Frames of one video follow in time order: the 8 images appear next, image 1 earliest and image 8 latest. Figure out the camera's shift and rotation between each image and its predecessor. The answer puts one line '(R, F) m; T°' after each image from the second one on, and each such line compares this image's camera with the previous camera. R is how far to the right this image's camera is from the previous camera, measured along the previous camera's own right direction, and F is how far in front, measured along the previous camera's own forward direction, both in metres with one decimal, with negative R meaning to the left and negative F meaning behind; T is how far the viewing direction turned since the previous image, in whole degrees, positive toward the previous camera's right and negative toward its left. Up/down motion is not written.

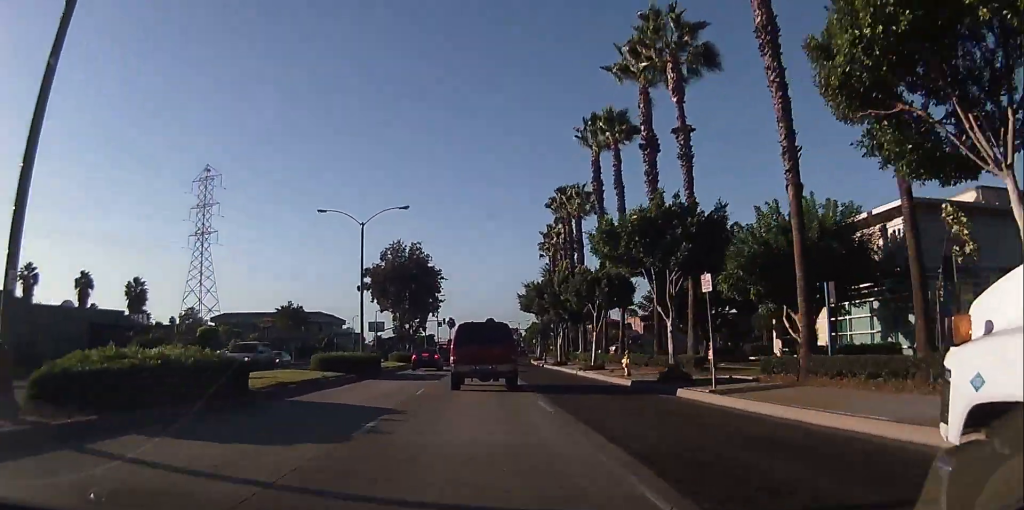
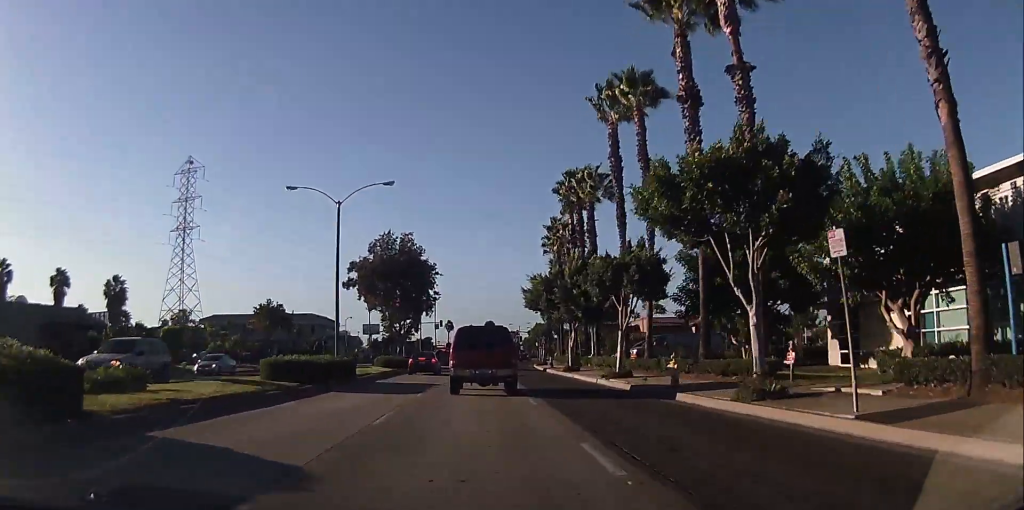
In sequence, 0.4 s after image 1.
(0.0, +7.1) m; 0°
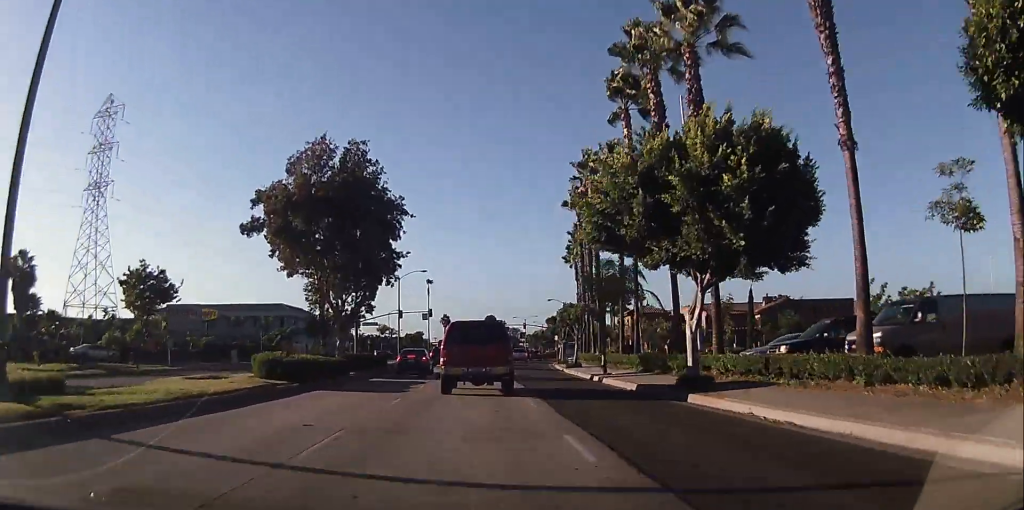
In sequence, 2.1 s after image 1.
(-0.3, +26.1) m; -2°
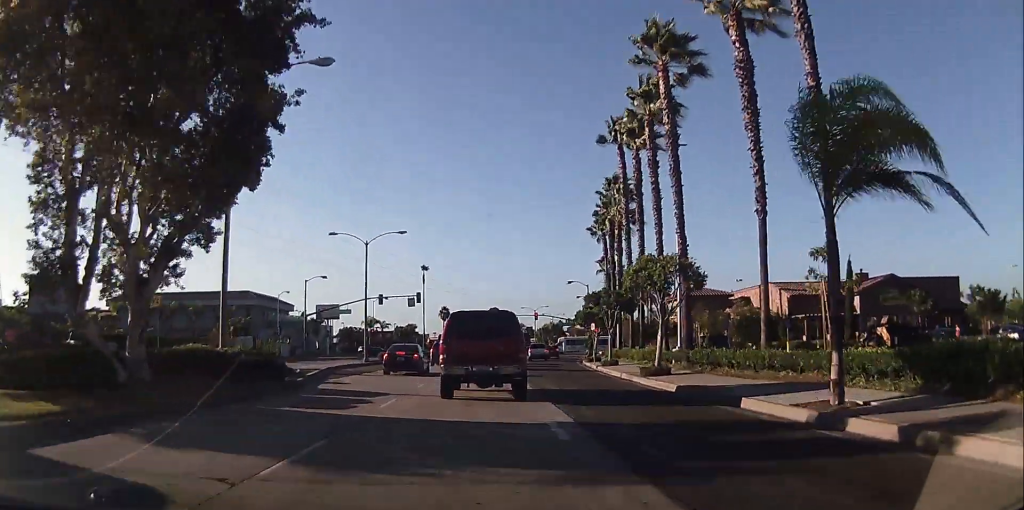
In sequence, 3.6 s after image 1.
(+0.4, +23.8) m; +2°
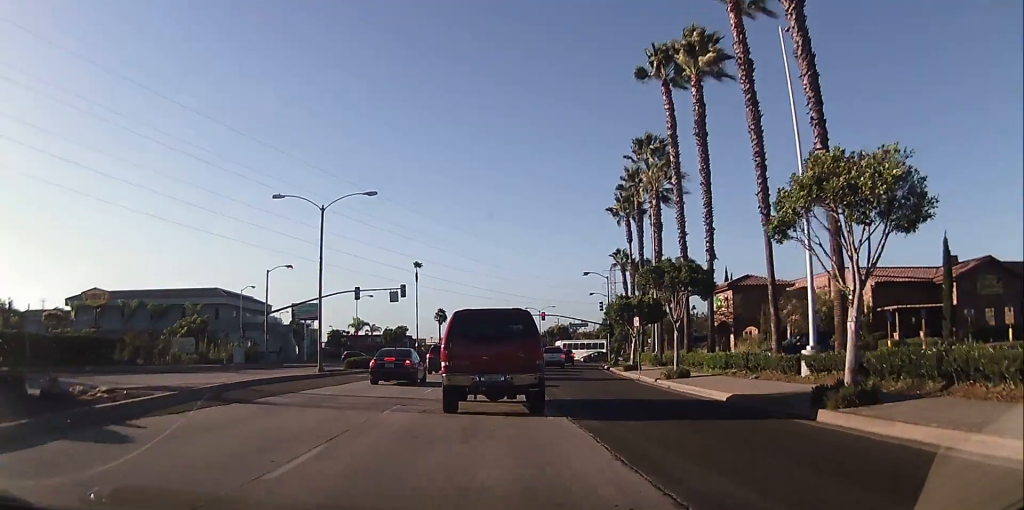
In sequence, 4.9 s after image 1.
(0.0, +15.6) m; -1°
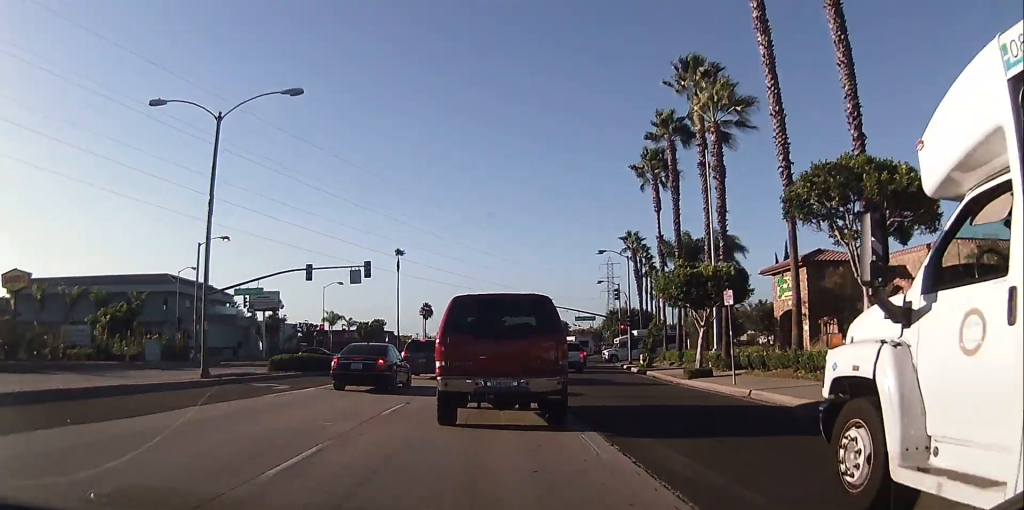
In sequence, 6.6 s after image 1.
(-0.2, +15.9) m; 0°
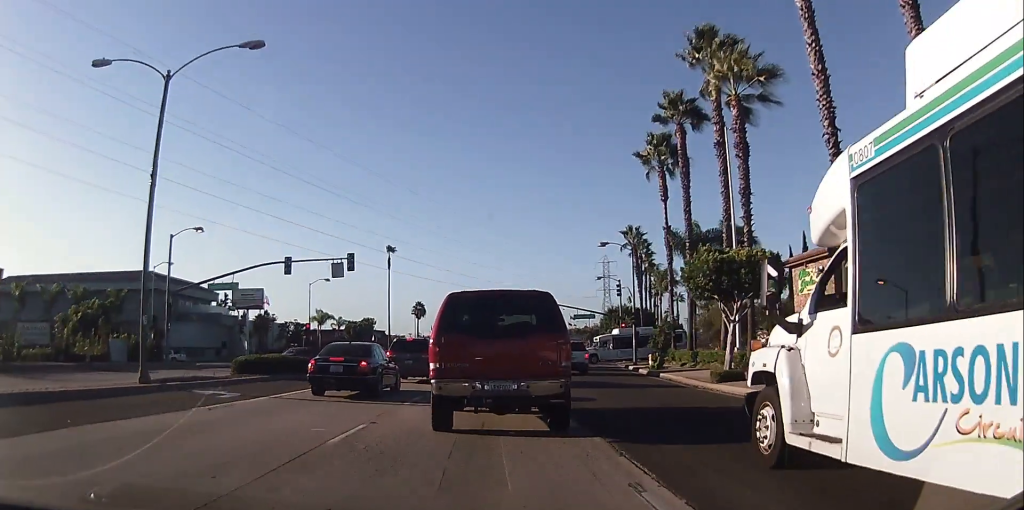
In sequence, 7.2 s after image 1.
(0.0, +4.6) m; +2°
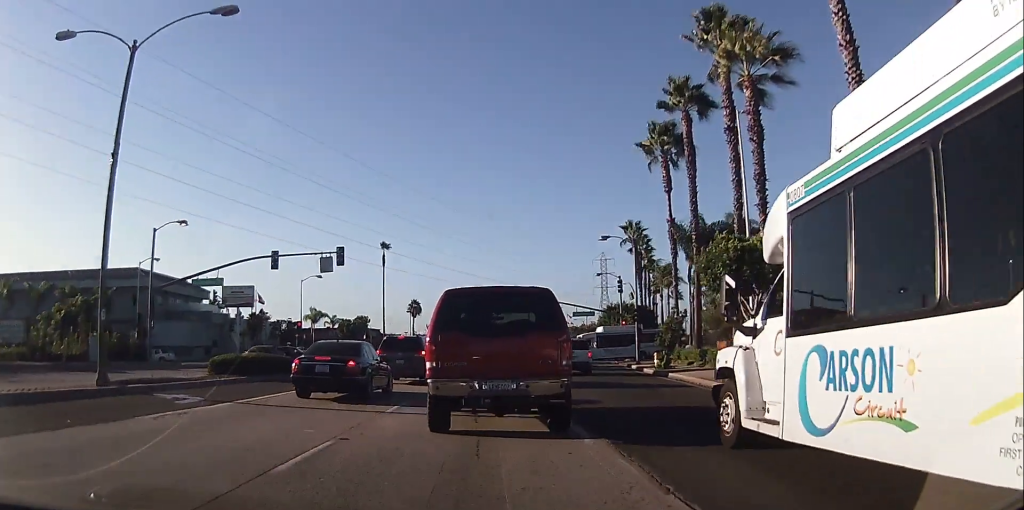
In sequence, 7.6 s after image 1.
(+0.1, +2.2) m; +1°
